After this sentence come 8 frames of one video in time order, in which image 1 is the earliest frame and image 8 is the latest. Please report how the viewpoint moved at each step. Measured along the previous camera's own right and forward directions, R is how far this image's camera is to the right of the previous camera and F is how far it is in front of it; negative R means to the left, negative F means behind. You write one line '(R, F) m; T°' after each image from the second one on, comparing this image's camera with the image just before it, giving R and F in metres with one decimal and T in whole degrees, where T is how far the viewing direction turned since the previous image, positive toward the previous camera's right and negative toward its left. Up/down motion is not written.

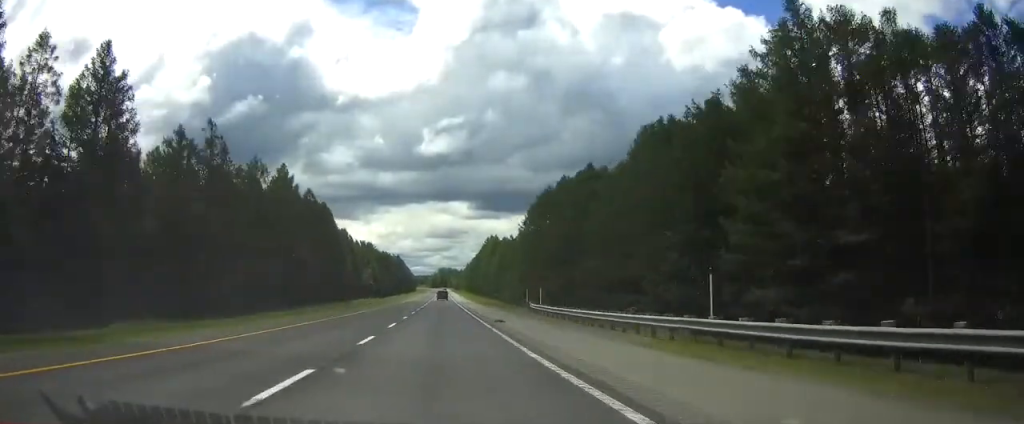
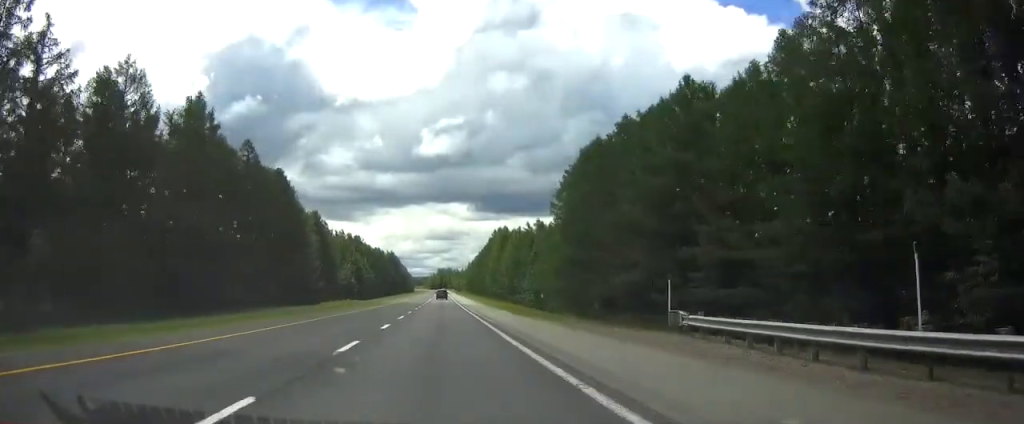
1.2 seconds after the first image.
(-0.1, +39.1) m; 0°
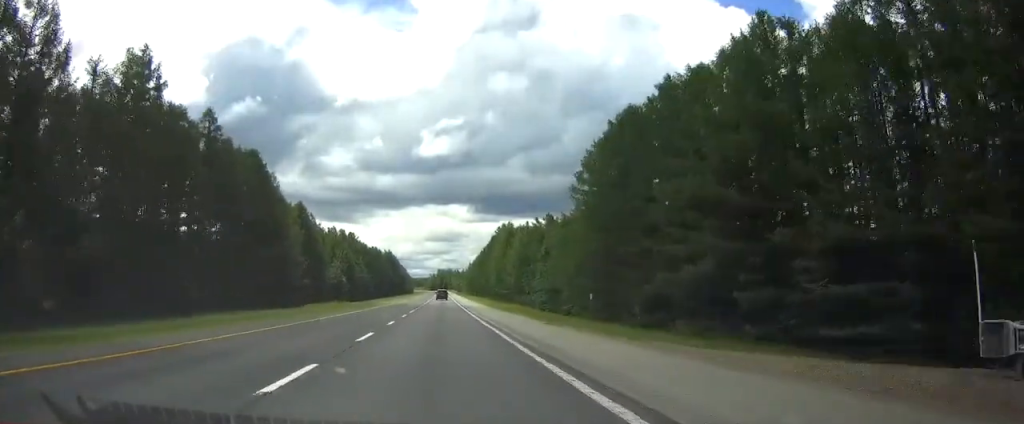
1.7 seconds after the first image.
(0.0, +14.8) m; 0°
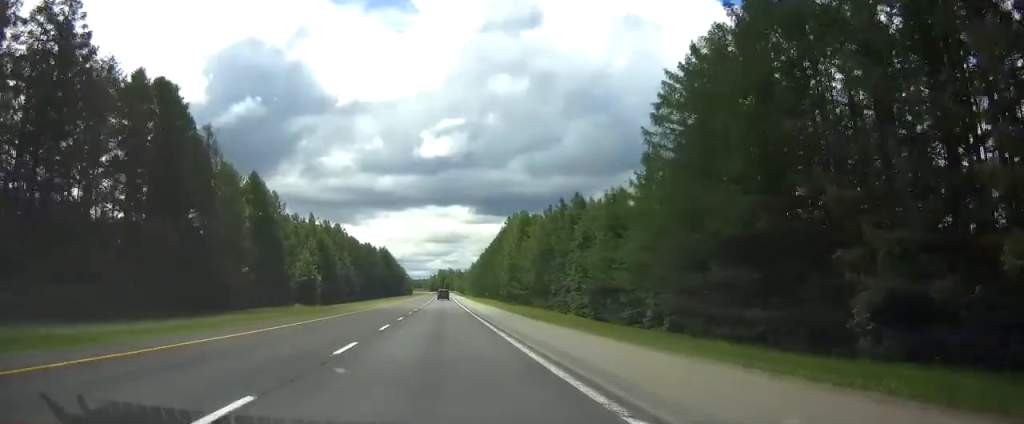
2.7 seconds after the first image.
(+0.1, +30.6) m; 0°
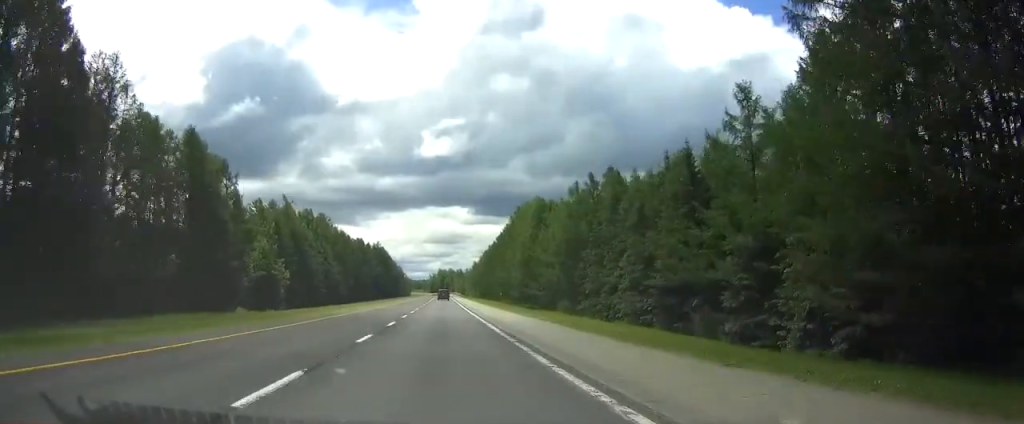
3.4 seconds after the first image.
(0.0, +24.2) m; 0°
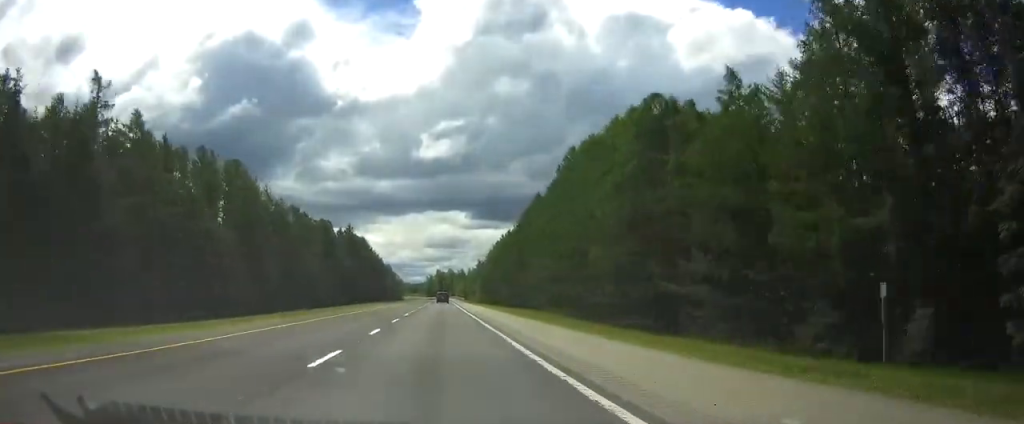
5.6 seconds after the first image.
(0.0, +68.4) m; 0°
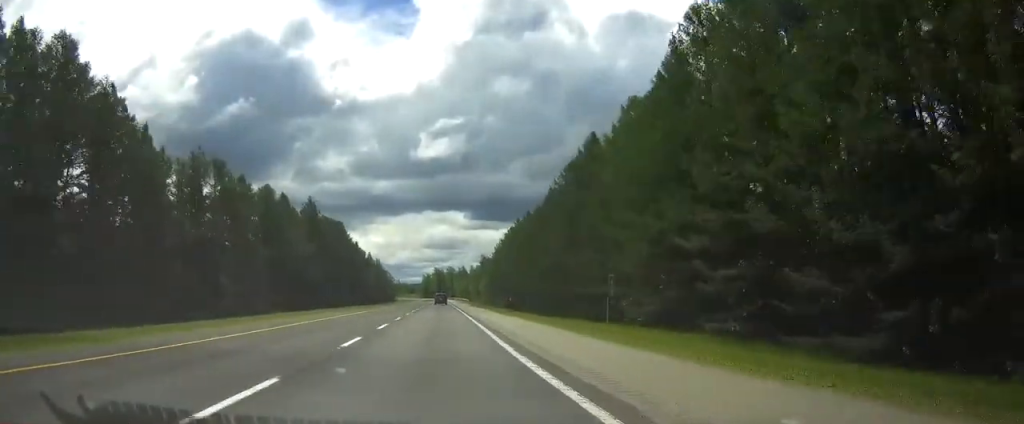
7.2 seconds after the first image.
(0.0, +49.2) m; 0°
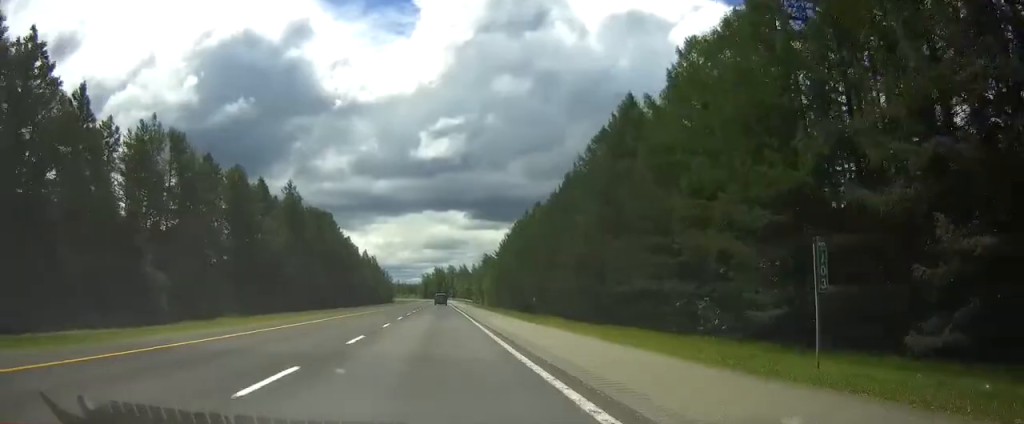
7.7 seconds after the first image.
(0.0, +16.7) m; 0°
